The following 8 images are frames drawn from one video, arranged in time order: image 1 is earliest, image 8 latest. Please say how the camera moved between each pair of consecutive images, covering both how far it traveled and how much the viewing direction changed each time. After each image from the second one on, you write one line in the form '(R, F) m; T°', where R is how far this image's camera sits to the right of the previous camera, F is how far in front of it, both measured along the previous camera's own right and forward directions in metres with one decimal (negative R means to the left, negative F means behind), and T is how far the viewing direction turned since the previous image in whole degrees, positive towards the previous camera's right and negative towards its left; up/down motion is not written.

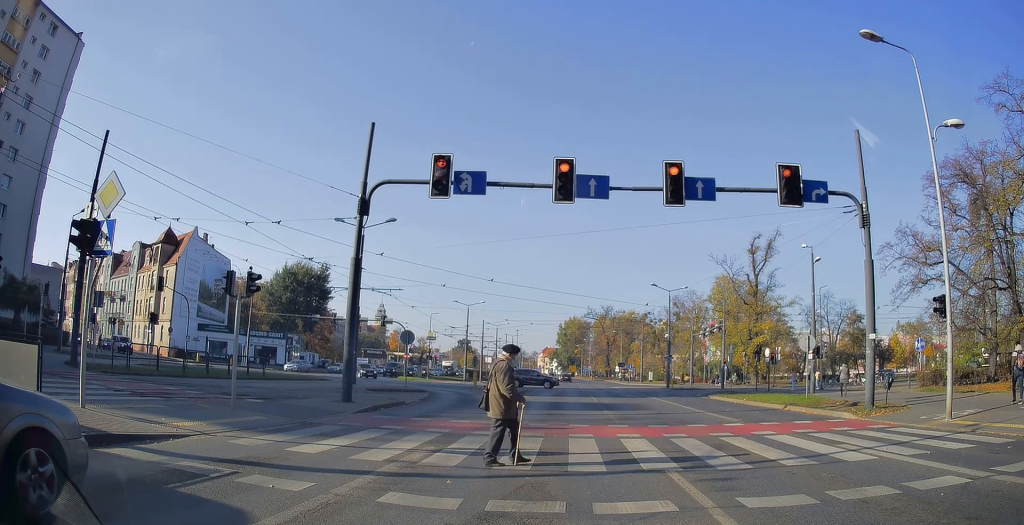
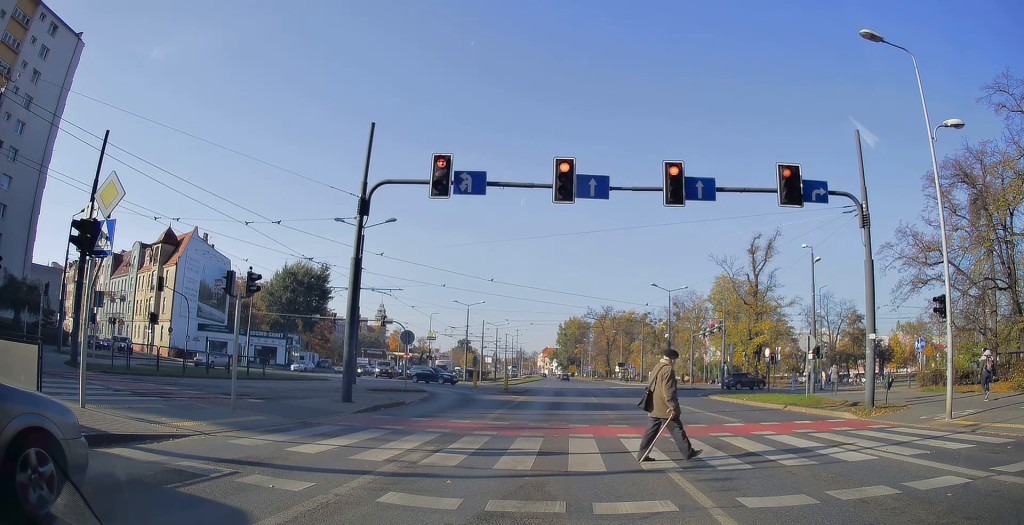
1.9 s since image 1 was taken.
(0.0, 0.0) m; 0°
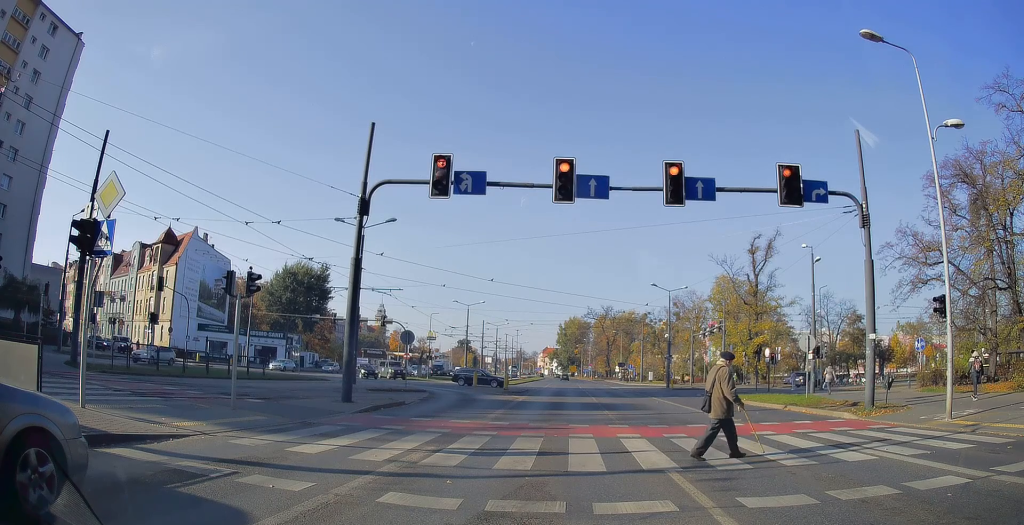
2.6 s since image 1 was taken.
(0.0, 0.0) m; 0°
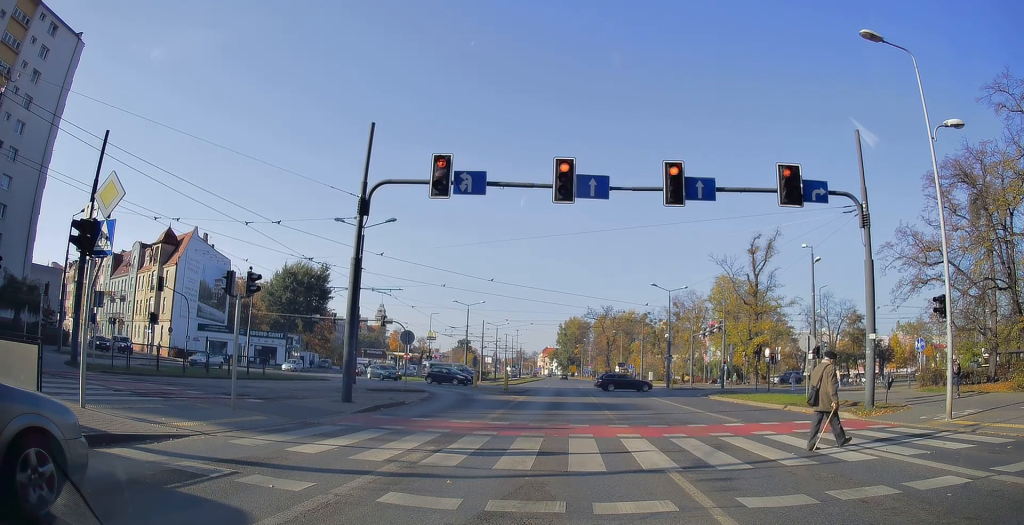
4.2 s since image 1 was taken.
(0.0, 0.0) m; 0°
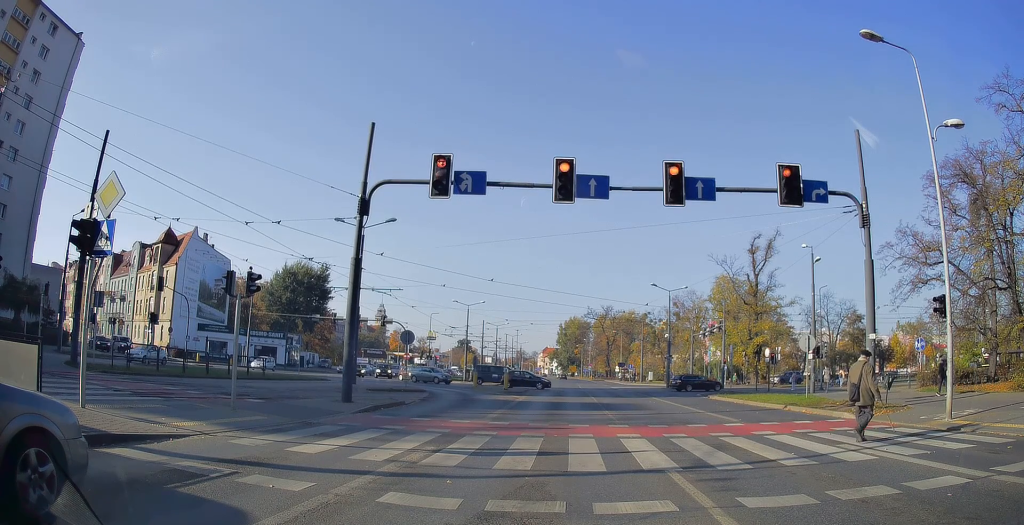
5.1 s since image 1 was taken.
(0.0, 0.0) m; 0°
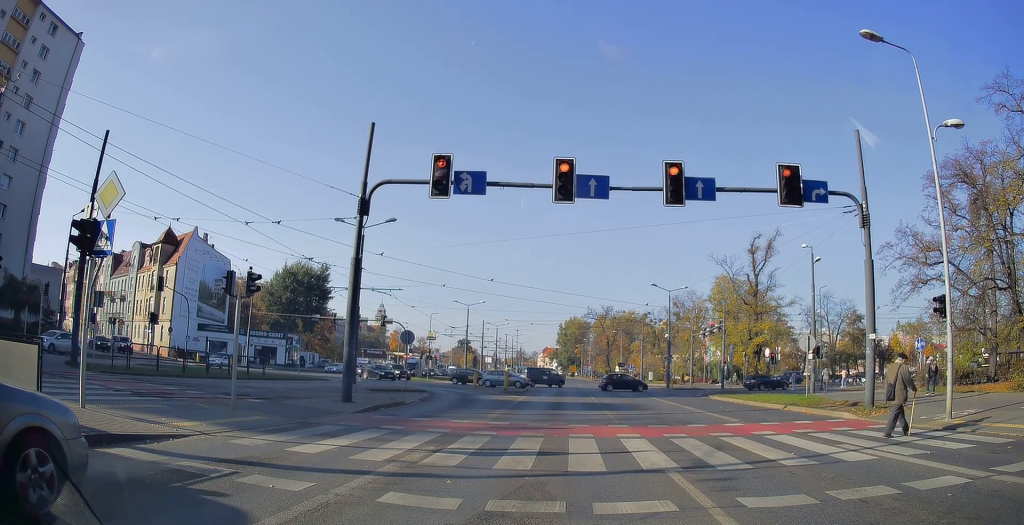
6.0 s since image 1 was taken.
(0.0, 0.0) m; 0°
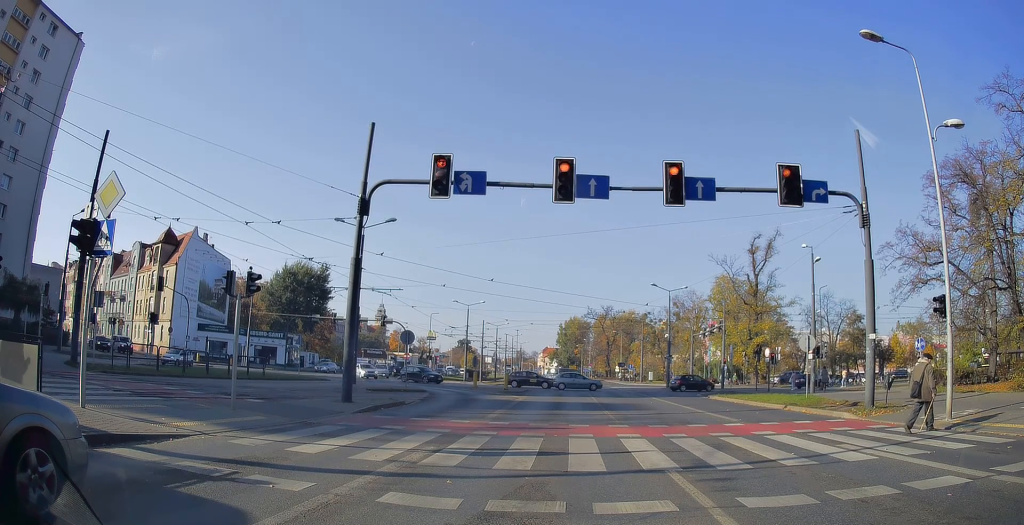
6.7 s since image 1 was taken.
(0.0, 0.0) m; 0°
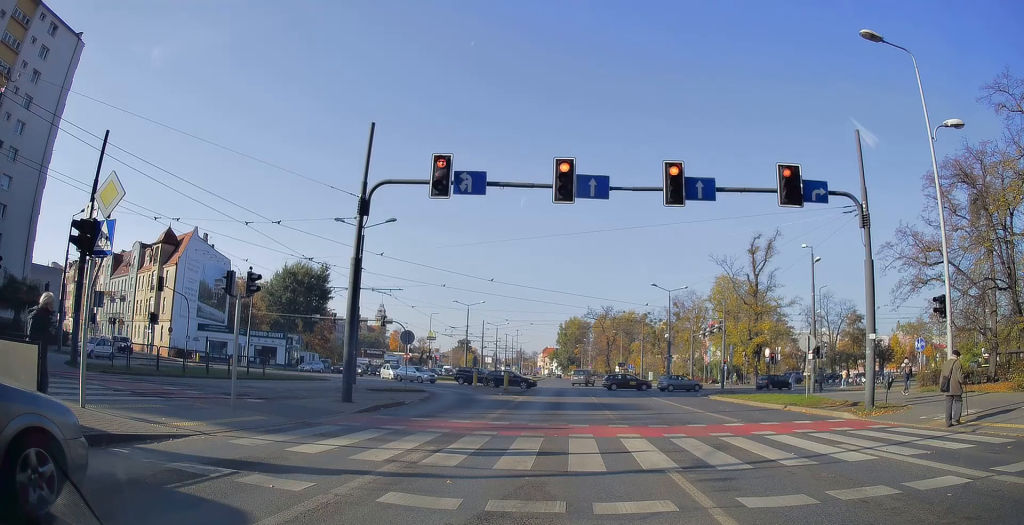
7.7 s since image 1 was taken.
(0.0, 0.0) m; 0°
